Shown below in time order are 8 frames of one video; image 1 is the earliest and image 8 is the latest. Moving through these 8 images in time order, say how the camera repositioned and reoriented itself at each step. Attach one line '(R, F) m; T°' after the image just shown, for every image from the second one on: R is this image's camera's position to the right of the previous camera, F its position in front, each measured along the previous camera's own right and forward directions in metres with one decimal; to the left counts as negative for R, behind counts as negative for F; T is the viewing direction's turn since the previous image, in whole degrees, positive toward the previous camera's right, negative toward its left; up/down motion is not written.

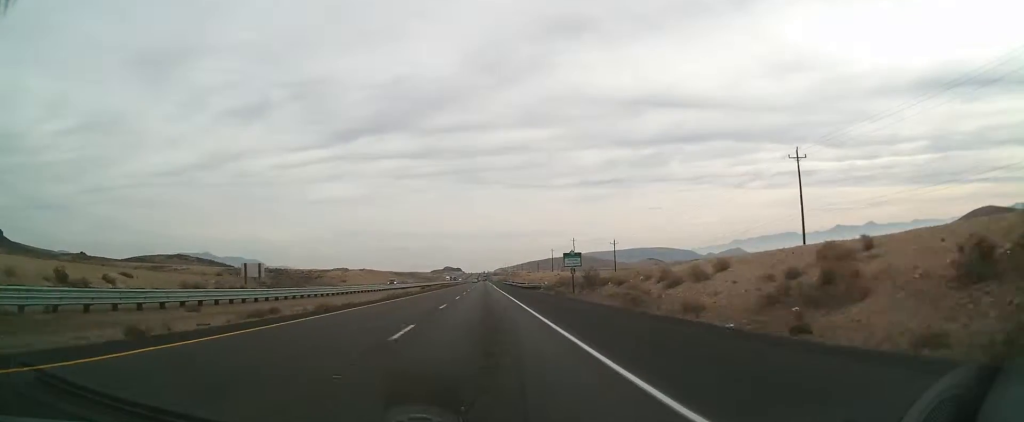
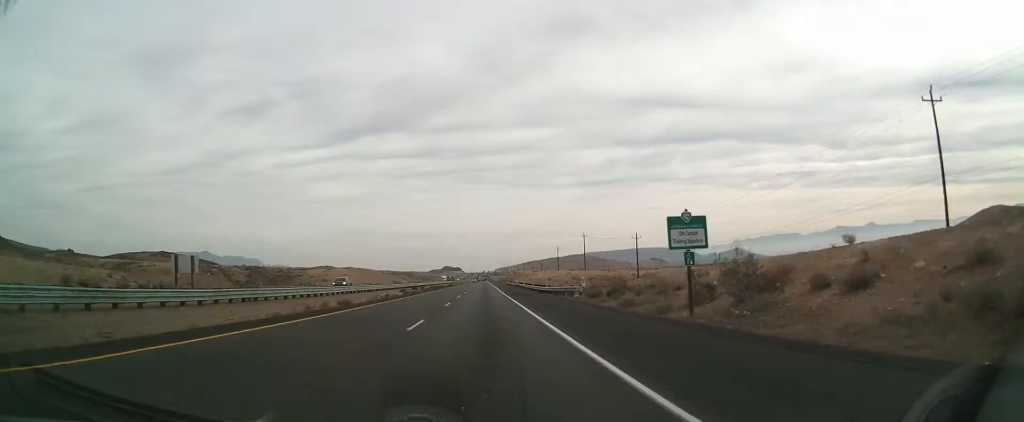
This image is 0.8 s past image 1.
(+0.1, +26.5) m; 0°
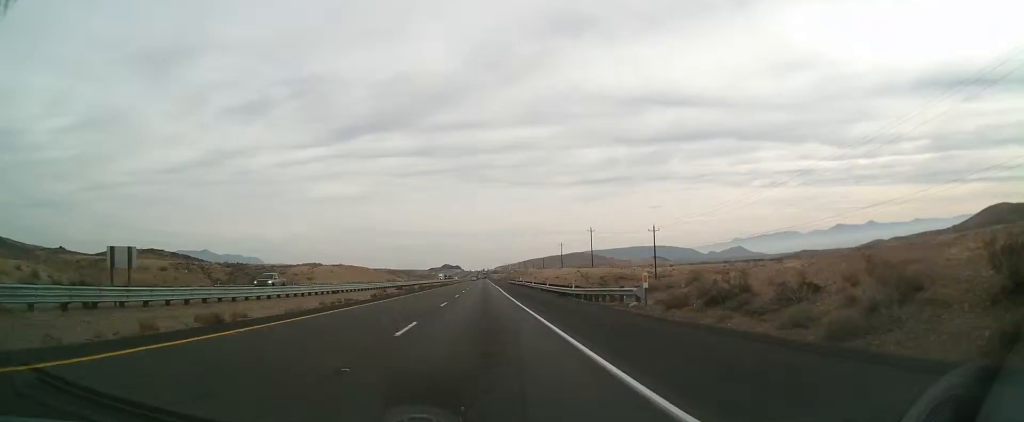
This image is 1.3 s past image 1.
(+0.1, +16.6) m; 0°
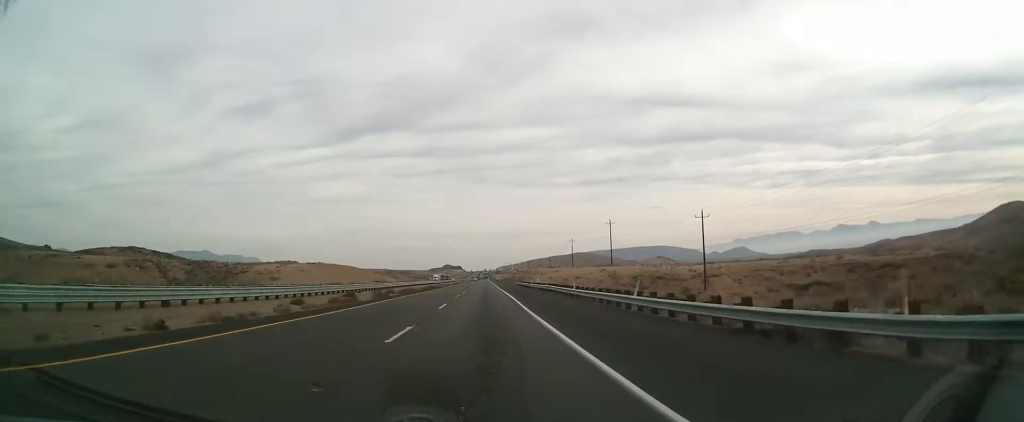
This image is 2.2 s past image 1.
(0.0, +30.9) m; 0°
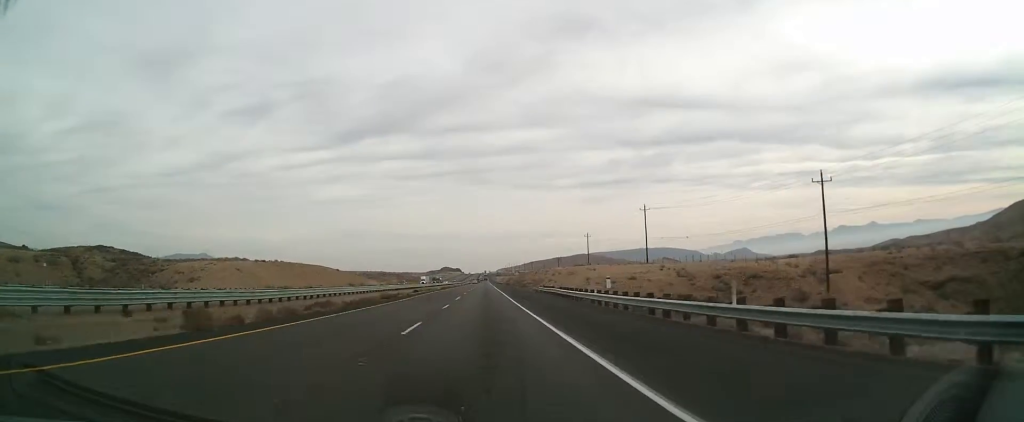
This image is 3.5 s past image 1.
(0.0, +41.7) m; 0°
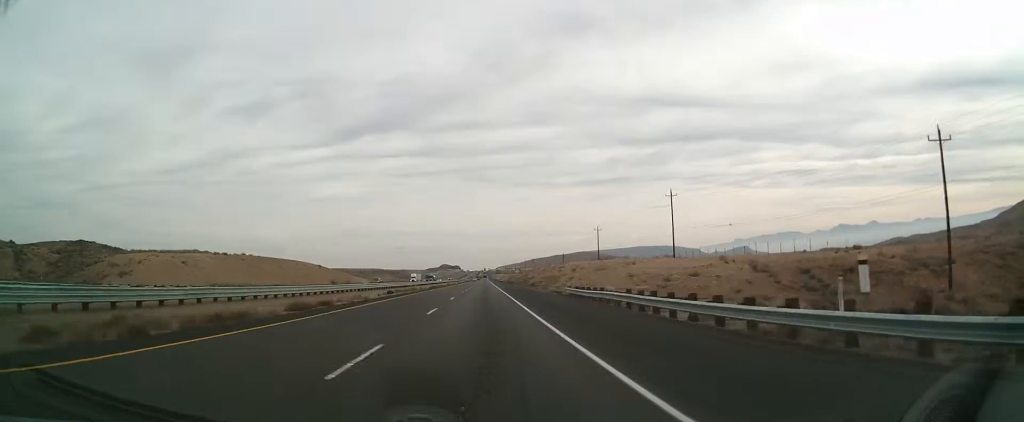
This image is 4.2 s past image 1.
(+0.1, +21.8) m; -1°
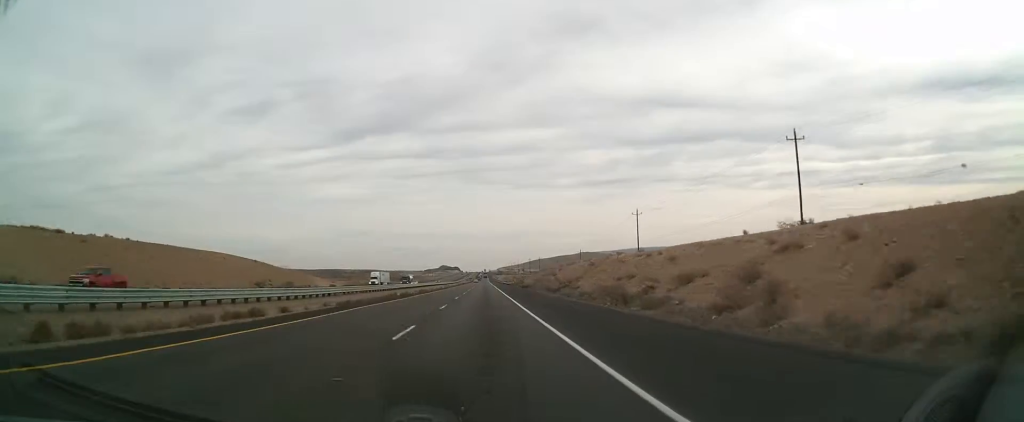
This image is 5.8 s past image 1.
(-0.4, +53.1) m; 0°
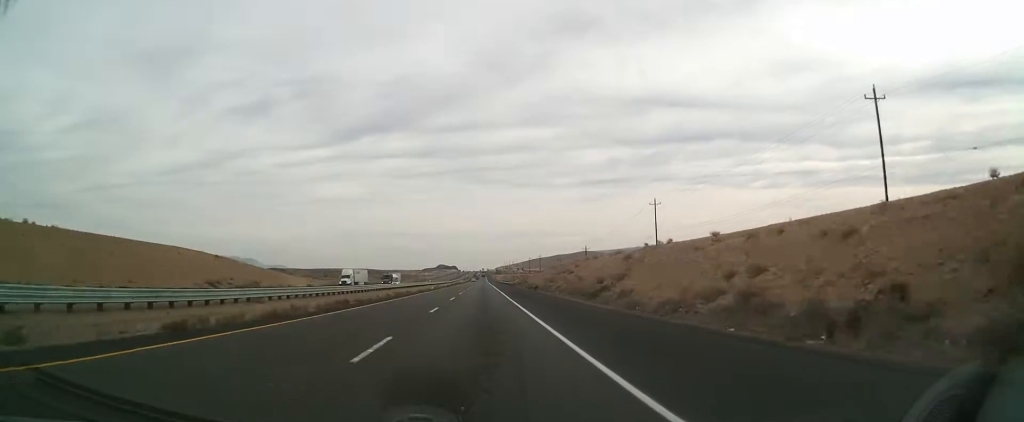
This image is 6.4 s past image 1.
(+0.1, +18.5) m; +1°
